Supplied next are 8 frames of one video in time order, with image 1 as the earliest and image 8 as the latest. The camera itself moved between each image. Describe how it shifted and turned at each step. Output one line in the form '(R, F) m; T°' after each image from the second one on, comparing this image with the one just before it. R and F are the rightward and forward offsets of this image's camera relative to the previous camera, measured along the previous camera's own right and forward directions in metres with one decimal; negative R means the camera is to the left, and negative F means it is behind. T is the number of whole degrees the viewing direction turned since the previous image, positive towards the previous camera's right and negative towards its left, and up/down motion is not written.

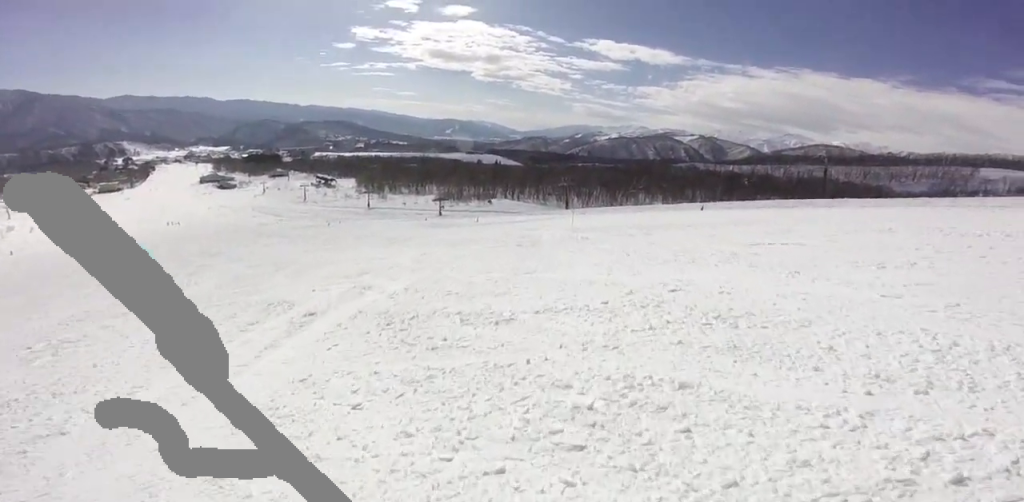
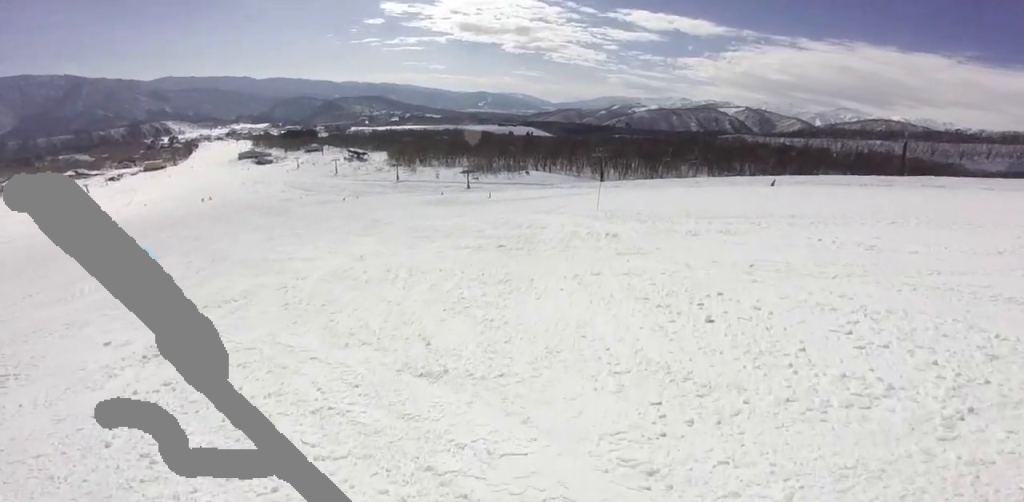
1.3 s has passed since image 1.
(0.0, +6.2) m; -3°
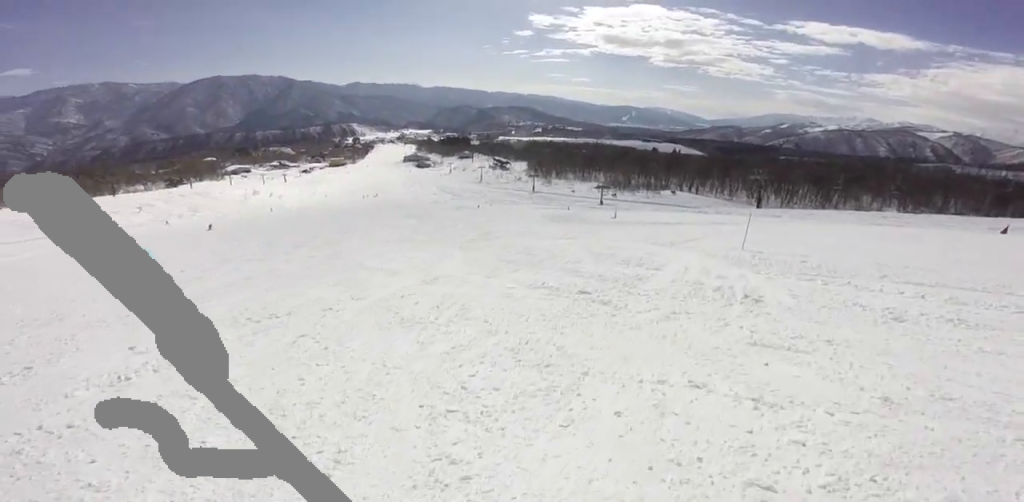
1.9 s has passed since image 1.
(+0.1, +2.7) m; -5°
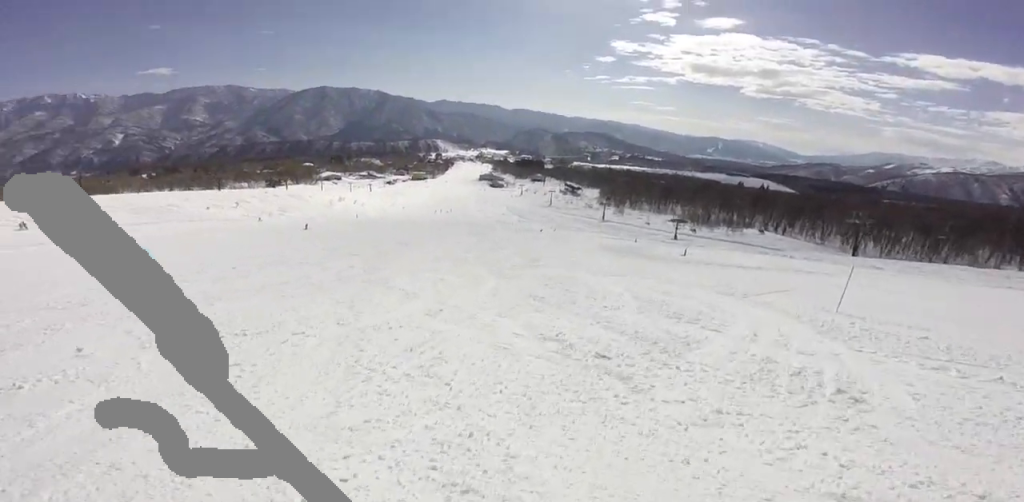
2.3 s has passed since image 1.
(-0.2, +1.8) m; -11°
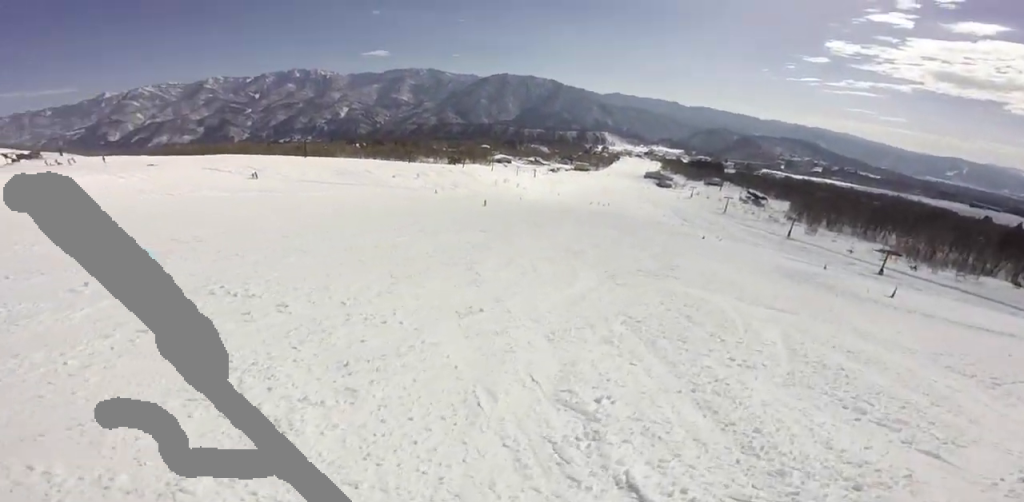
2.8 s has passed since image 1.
(+0.1, +2.4) m; -17°
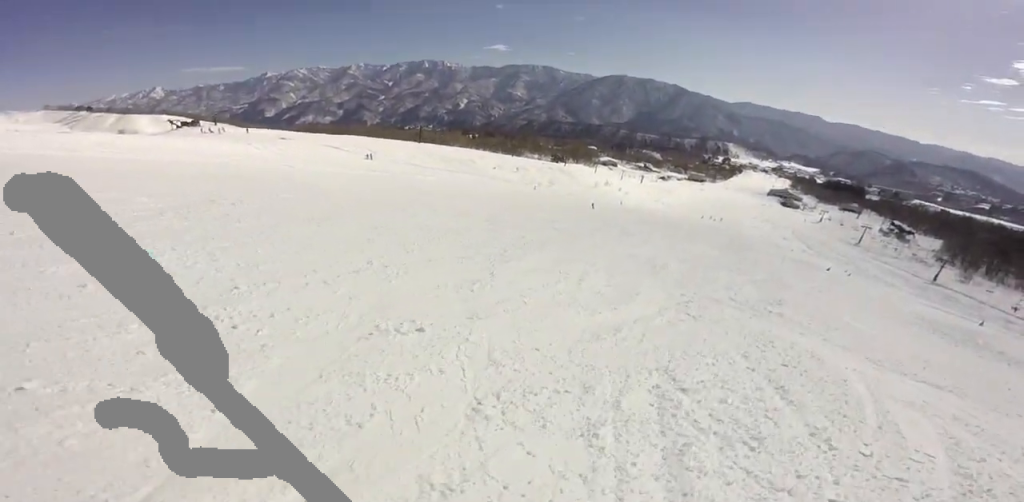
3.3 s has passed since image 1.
(-0.5, +2.2) m; -11°
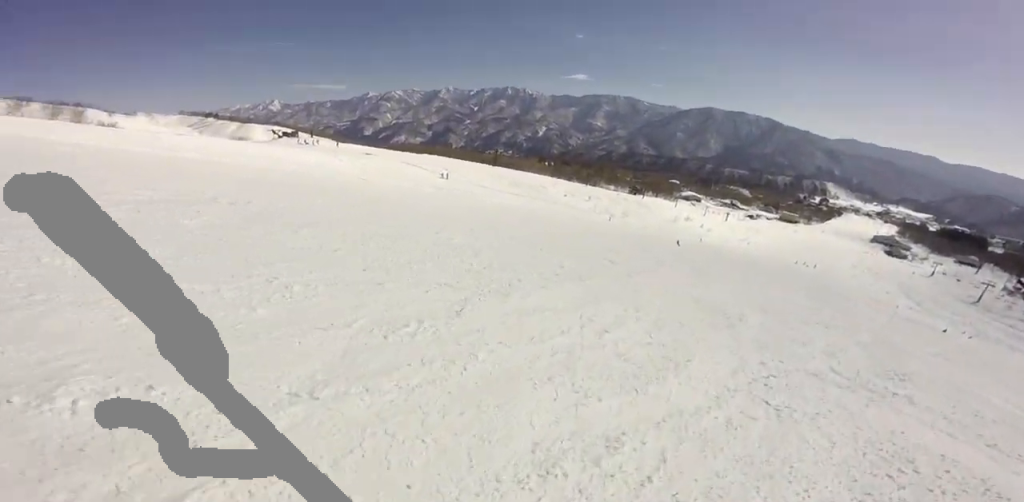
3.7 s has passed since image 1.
(-0.5, +2.3) m; -9°
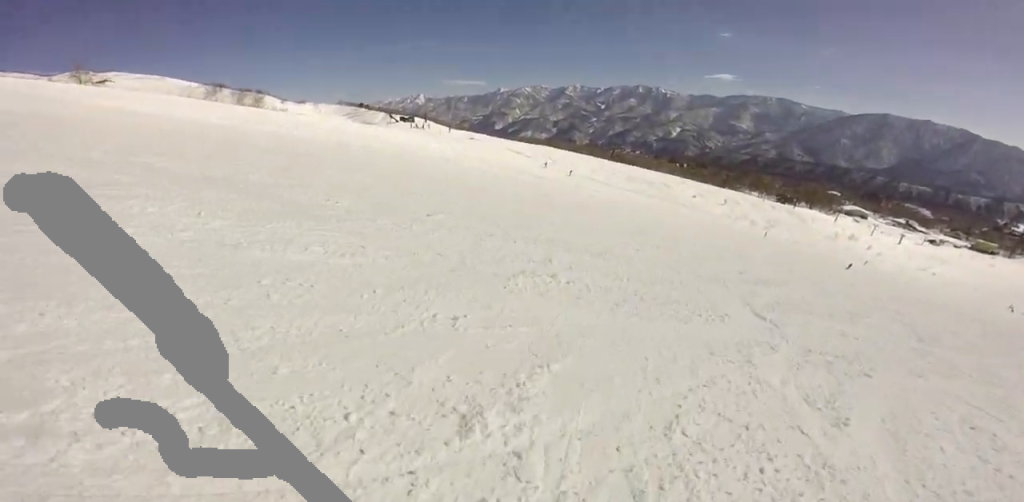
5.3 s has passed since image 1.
(-1.9, +8.6) m; -26°
